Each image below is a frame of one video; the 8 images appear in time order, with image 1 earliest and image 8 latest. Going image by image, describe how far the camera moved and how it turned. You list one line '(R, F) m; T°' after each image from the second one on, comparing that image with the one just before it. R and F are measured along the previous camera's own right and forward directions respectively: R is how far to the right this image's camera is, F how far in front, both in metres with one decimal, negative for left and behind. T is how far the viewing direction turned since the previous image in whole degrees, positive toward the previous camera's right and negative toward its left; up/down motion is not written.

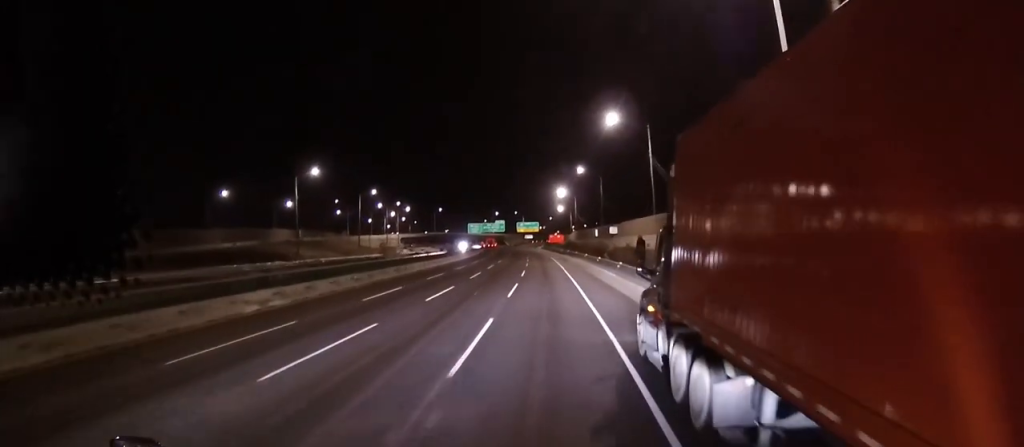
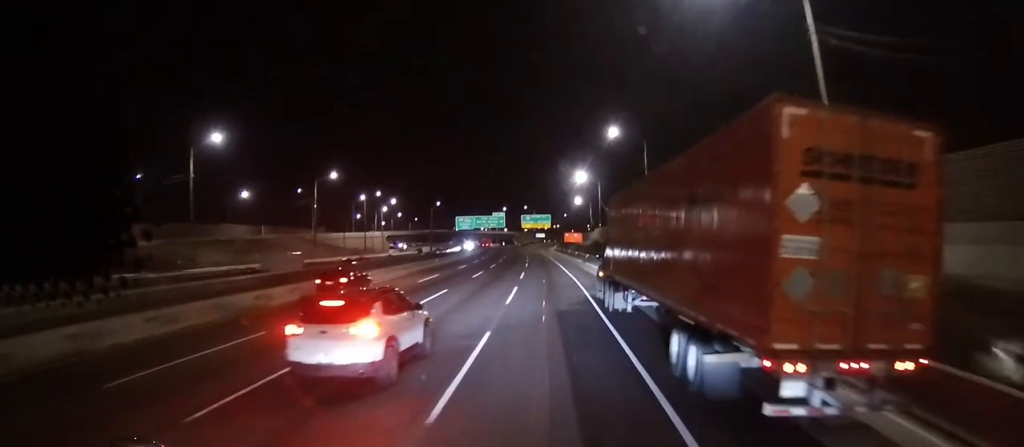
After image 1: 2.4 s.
(-0.9, +49.2) m; -3°
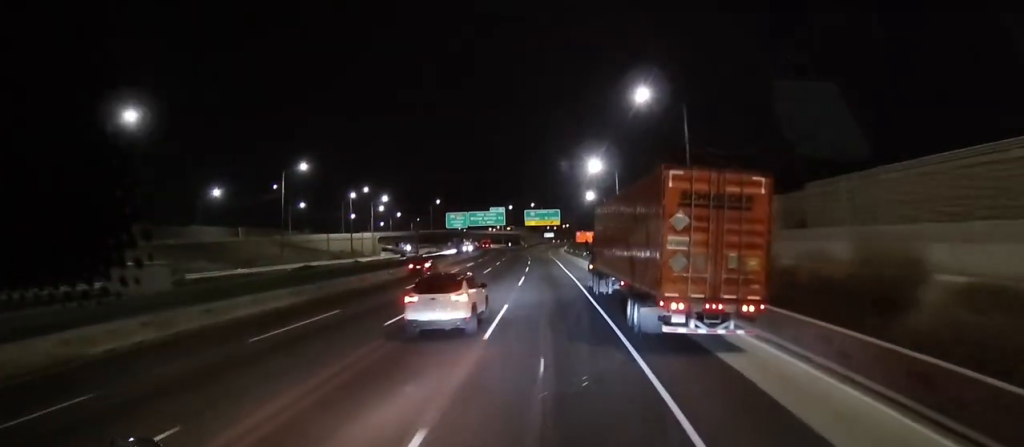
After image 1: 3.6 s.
(-0.8, +23.5) m; -2°
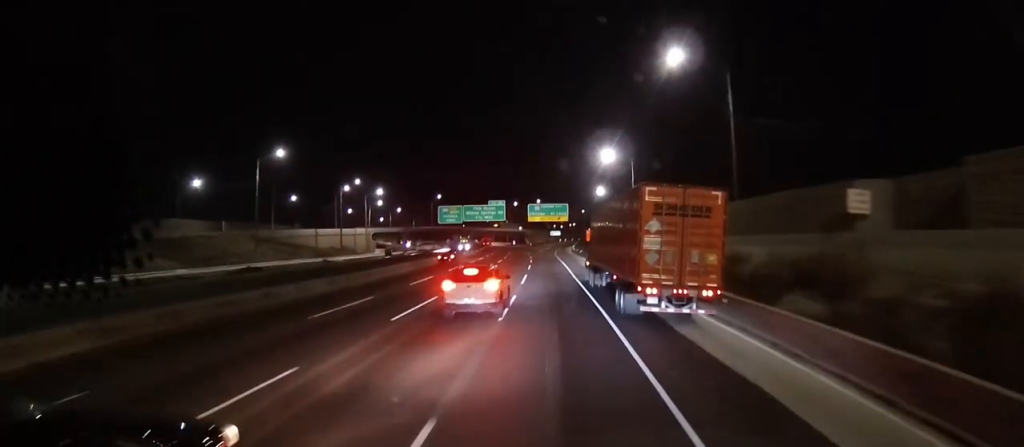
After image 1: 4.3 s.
(0.0, +14.7) m; 0°
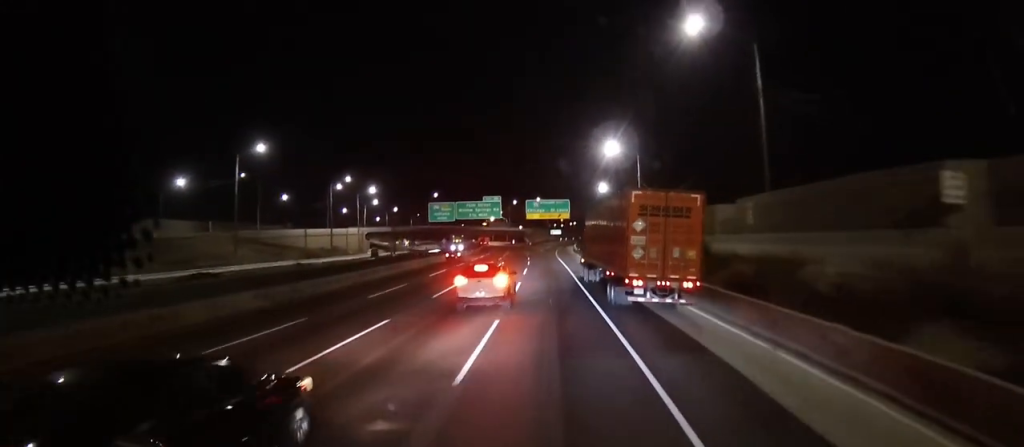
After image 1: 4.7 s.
(0.0, +8.1) m; 0°
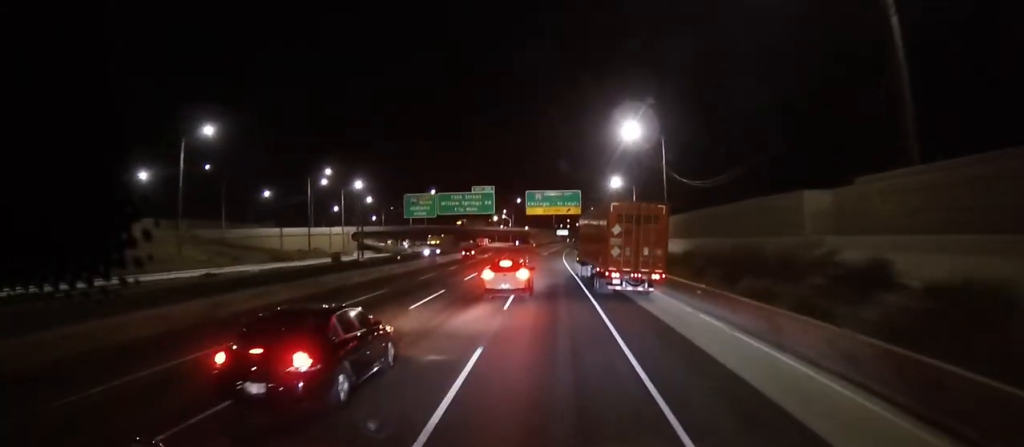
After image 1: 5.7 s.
(0.0, +18.8) m; 0°
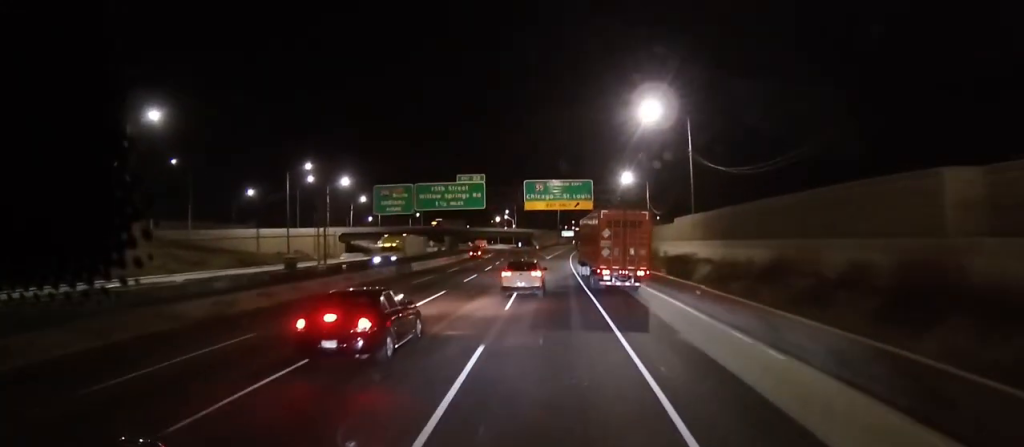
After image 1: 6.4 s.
(0.0, +14.8) m; 0°
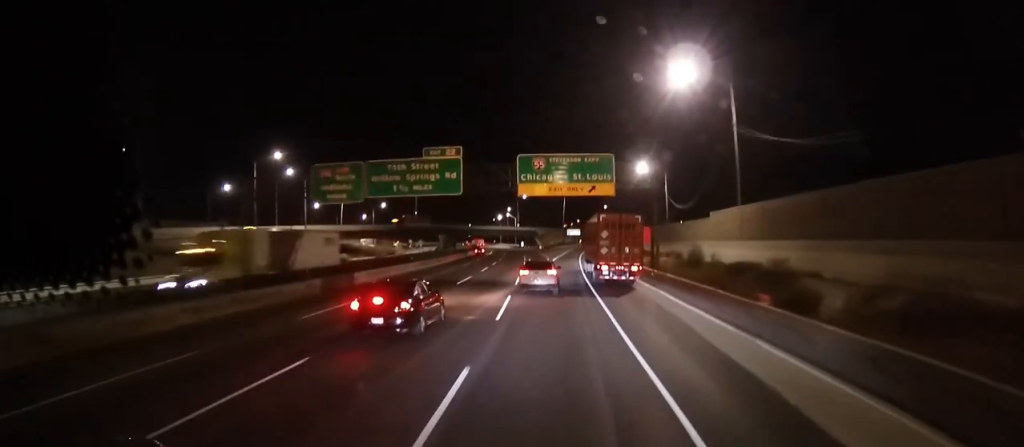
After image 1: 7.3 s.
(0.0, +17.4) m; 0°
